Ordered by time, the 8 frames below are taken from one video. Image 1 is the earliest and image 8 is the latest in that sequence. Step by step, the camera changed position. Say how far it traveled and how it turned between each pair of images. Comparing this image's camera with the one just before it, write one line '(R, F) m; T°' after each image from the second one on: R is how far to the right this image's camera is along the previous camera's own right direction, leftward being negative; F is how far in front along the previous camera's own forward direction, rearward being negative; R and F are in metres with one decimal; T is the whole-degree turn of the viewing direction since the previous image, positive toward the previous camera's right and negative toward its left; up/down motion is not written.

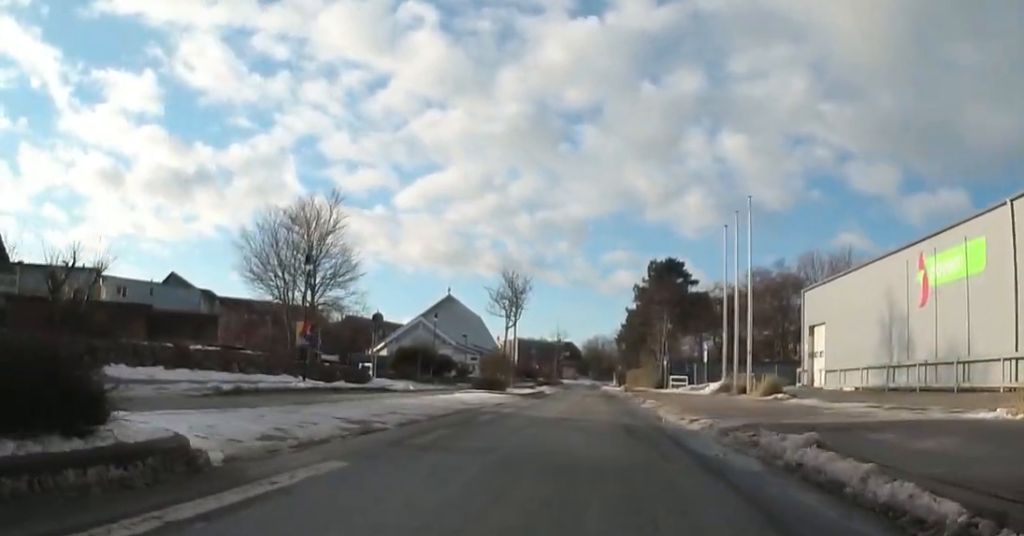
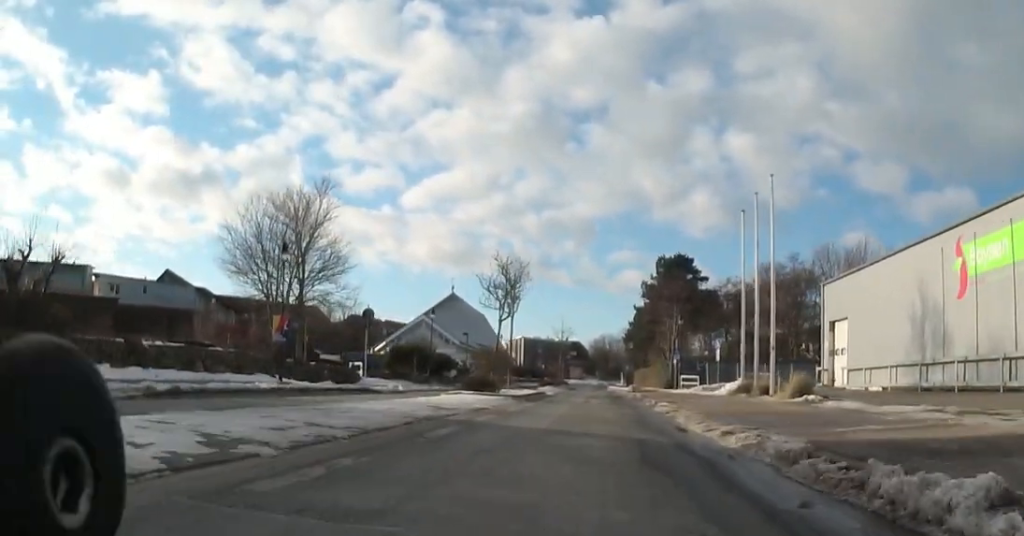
(-0.7, +2.8) m; 0°
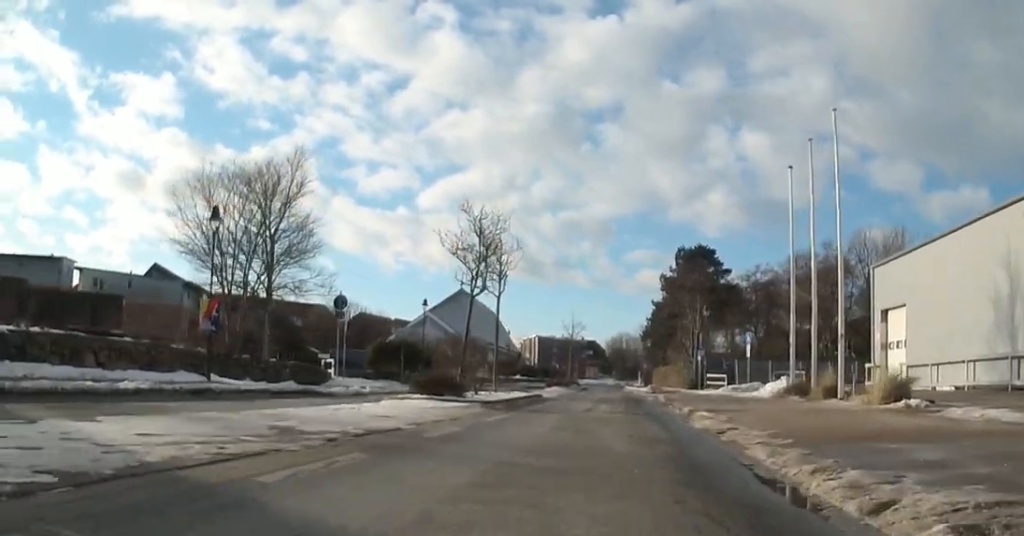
(+0.6, +5.8) m; +8°
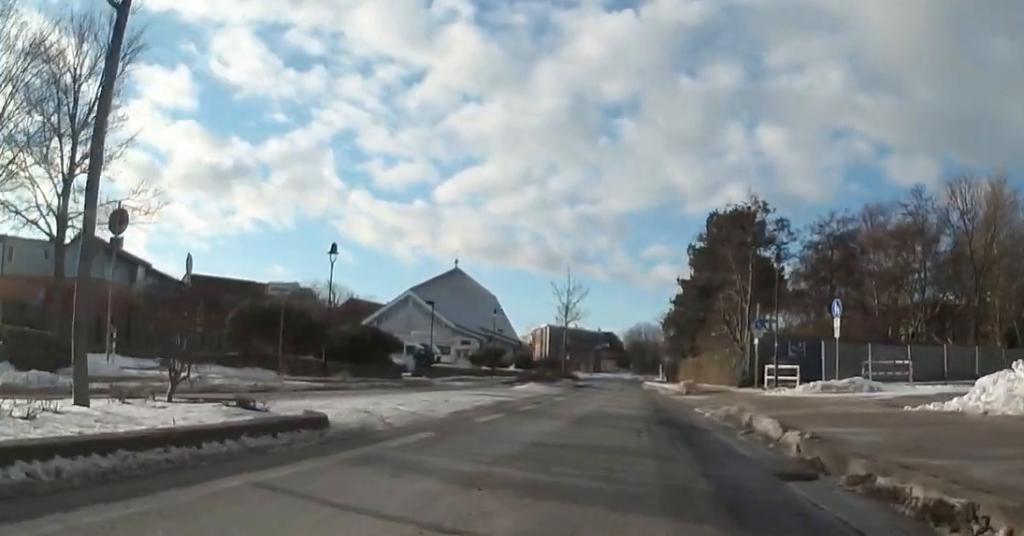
(-1.4, +15.9) m; -6°
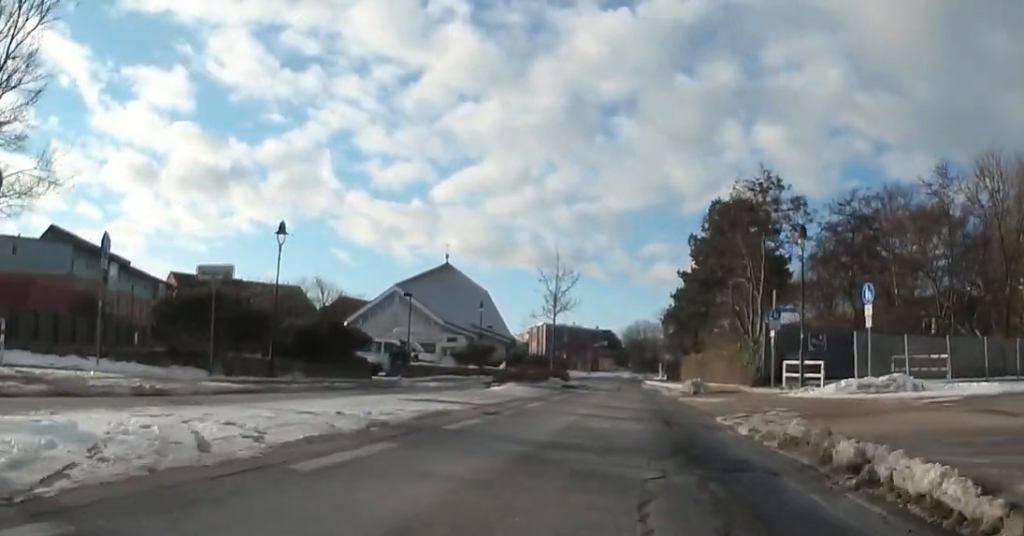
(+0.9, +3.9) m; -1°
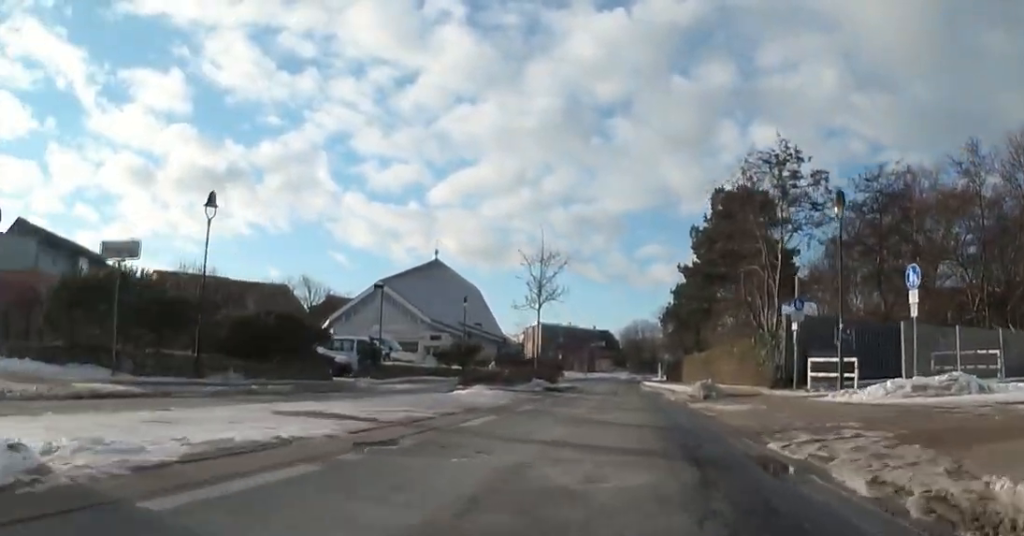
(-0.4, +4.1) m; 0°
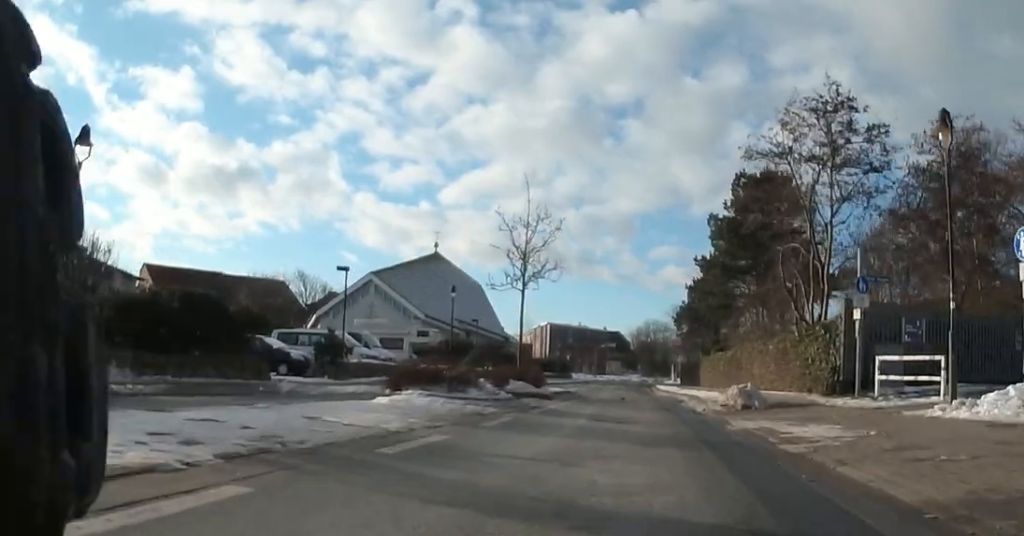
(-0.4, +5.7) m; 0°
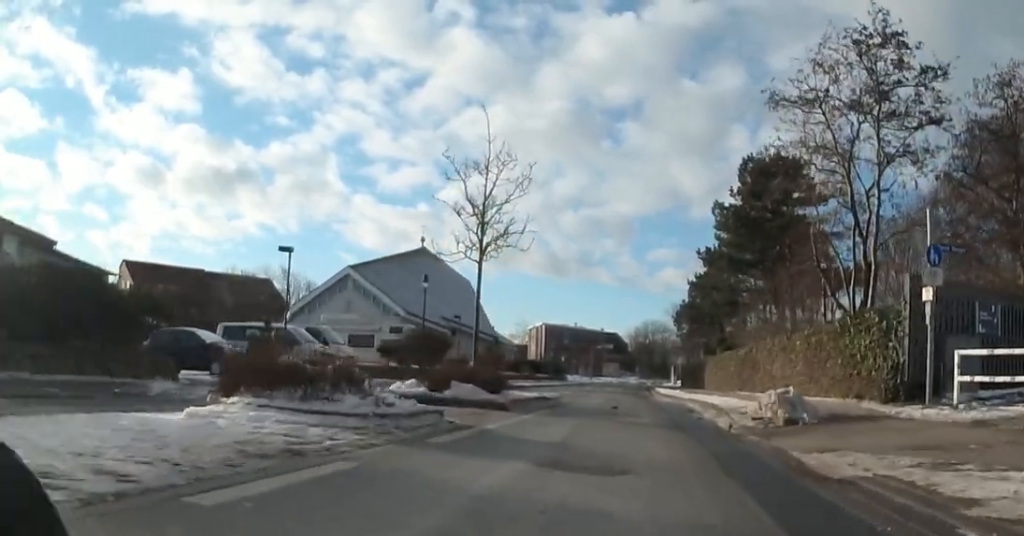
(+1.0, +4.7) m; 0°
